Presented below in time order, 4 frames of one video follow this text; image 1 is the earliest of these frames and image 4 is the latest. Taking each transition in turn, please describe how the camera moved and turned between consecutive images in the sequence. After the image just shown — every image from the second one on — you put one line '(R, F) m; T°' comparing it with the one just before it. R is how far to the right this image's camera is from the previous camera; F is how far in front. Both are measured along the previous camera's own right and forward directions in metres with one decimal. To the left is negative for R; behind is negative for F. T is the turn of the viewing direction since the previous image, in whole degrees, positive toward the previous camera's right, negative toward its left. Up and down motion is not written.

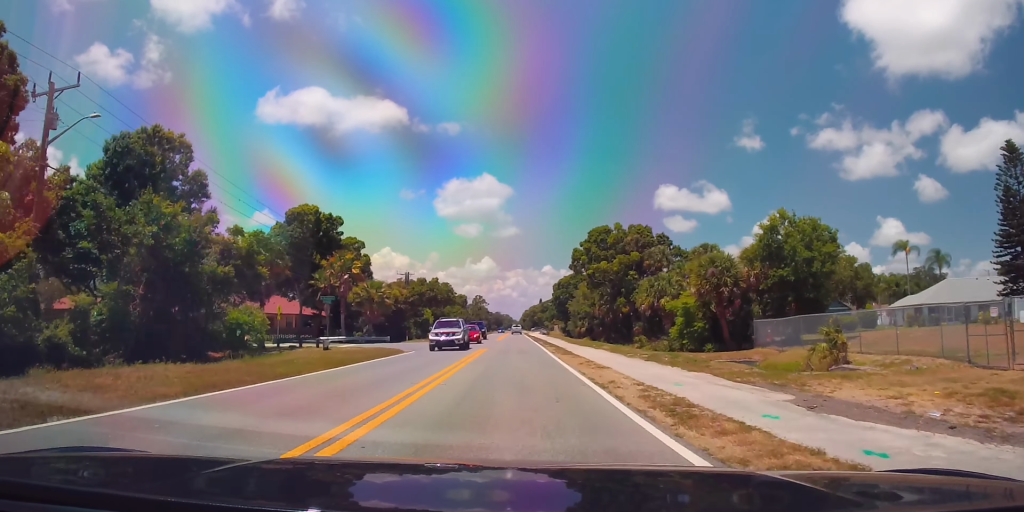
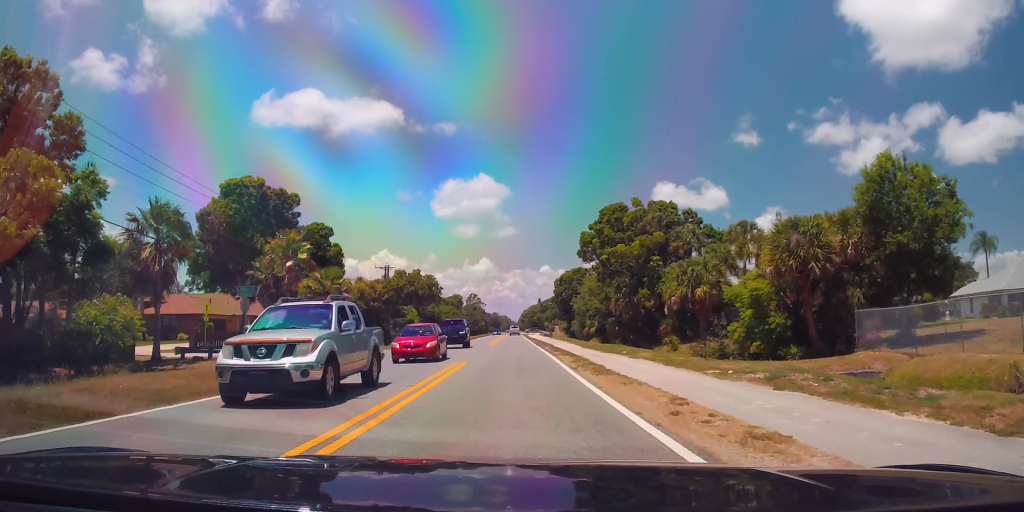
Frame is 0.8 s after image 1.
(-0.2, +13.2) m; 0°
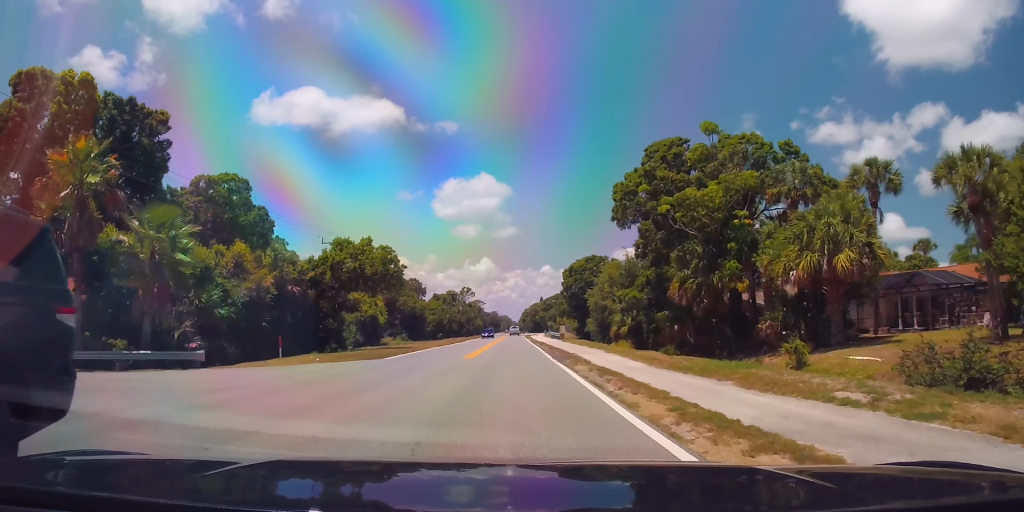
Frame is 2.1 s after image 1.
(+0.3, +22.9) m; 0°
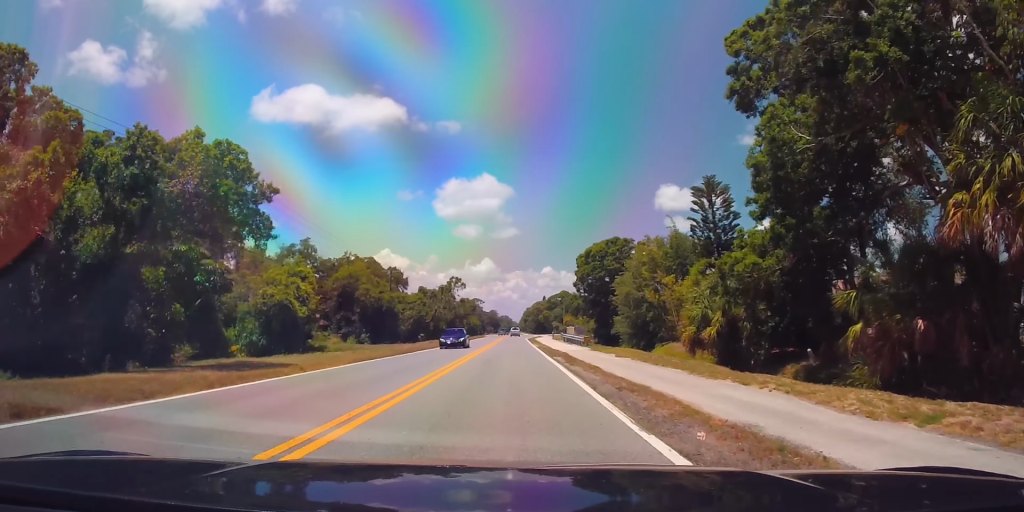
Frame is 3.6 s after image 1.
(-0.3, +25.3) m; 0°
